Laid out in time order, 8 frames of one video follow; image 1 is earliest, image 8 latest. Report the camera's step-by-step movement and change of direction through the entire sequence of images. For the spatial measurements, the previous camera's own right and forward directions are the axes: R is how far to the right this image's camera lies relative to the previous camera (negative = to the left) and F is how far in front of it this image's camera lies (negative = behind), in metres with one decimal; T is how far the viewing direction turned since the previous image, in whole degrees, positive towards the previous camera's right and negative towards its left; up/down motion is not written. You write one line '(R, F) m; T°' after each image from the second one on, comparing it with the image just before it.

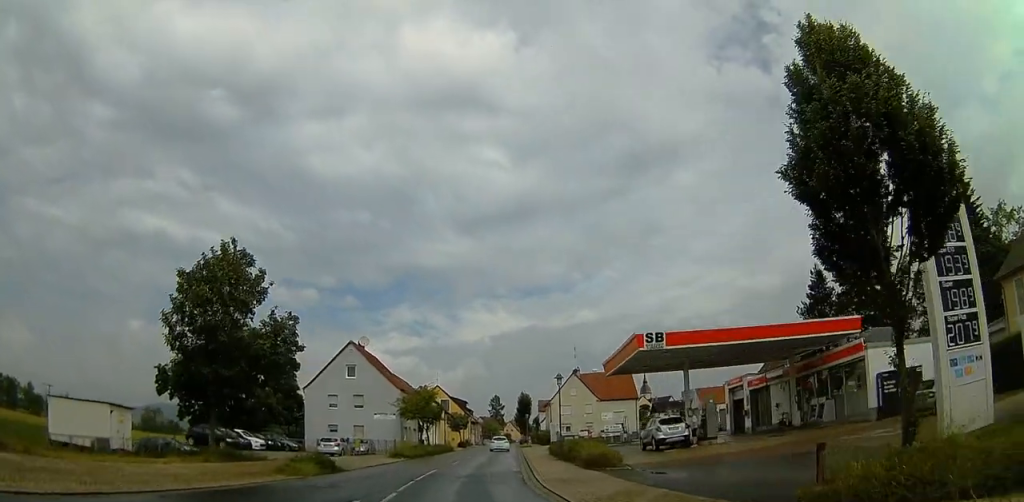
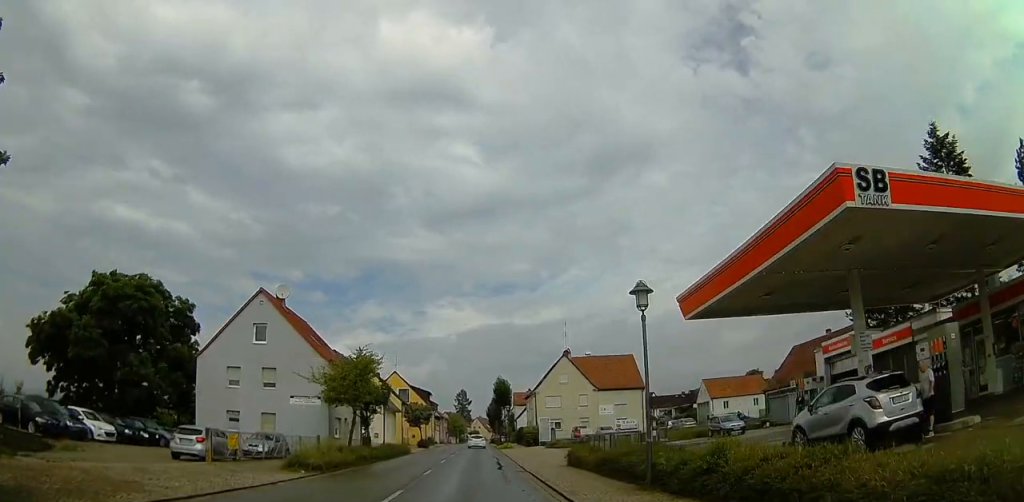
(-0.4, +17.1) m; -1°
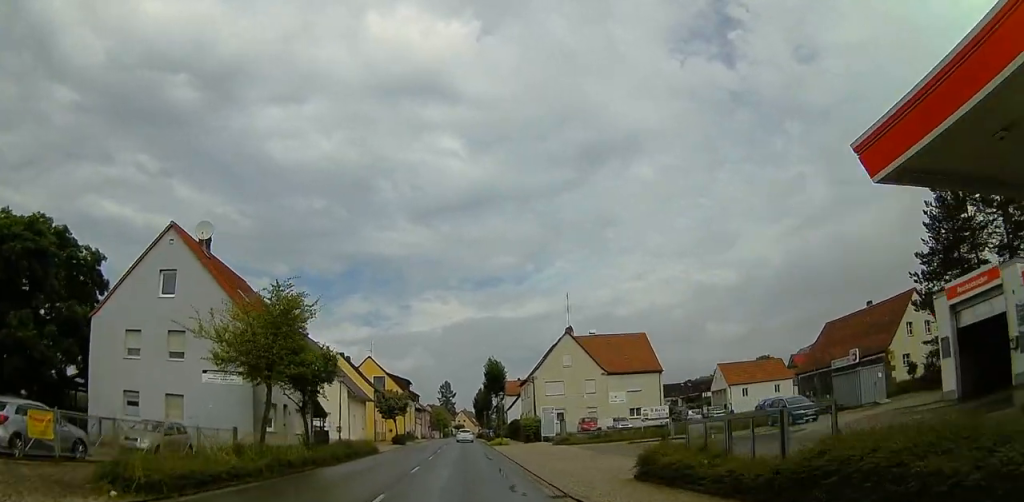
(0.0, +10.5) m; +1°
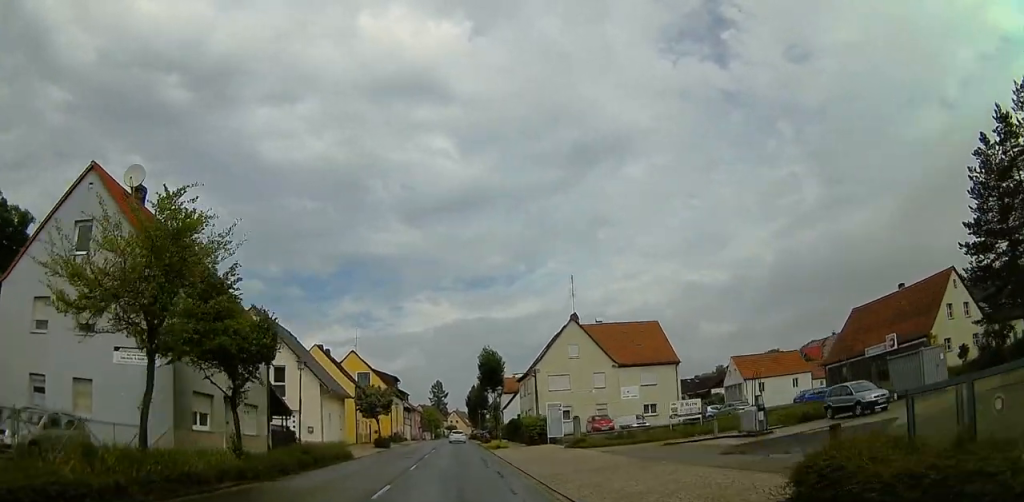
(0.0, +6.5) m; +2°
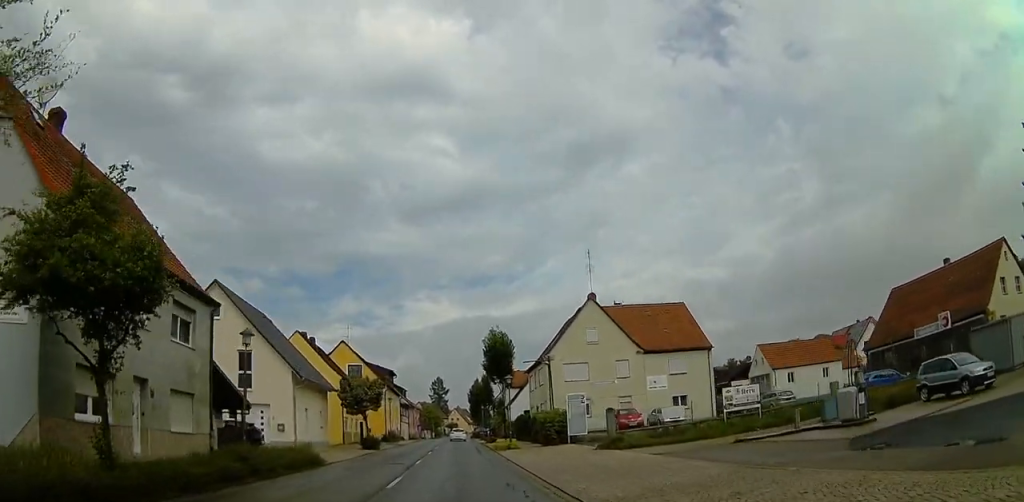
(+0.2, +6.6) m; +2°
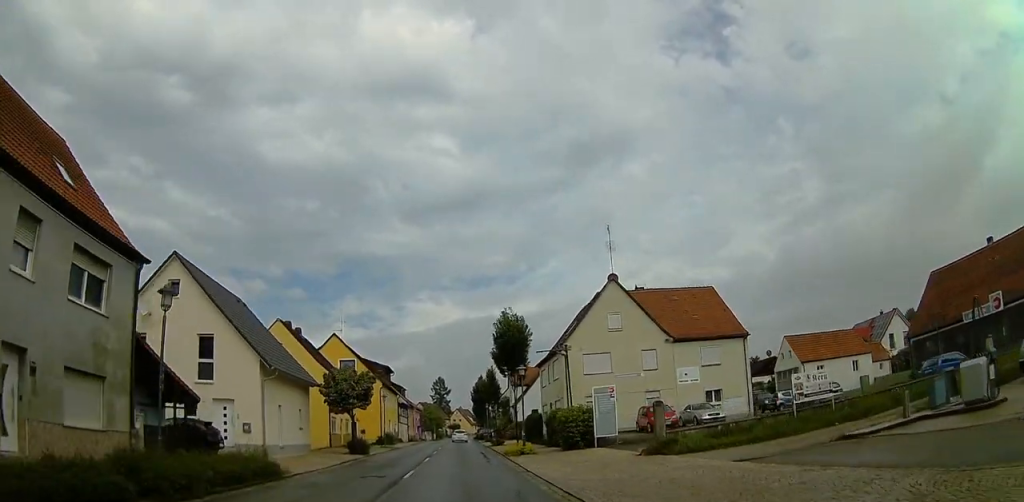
(+0.1, +5.7) m; +1°
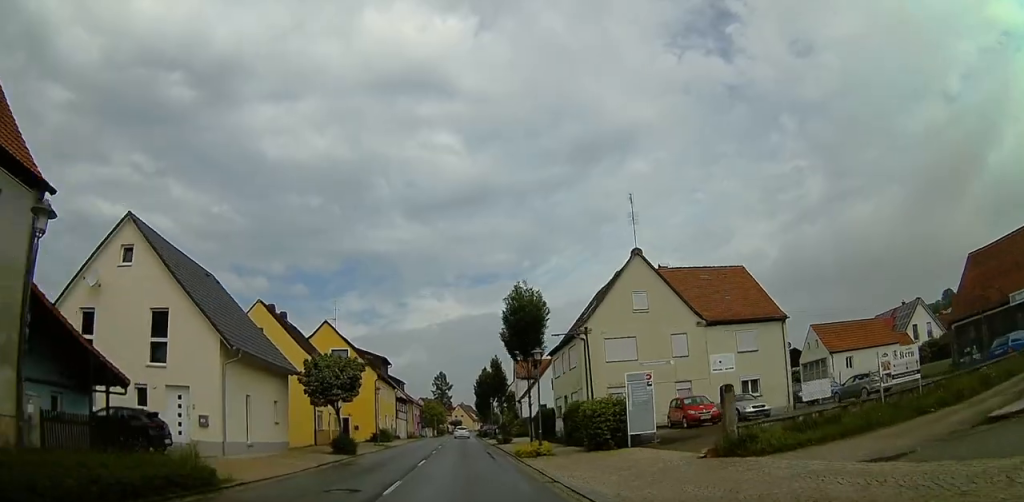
(0.0, +5.1) m; 0°
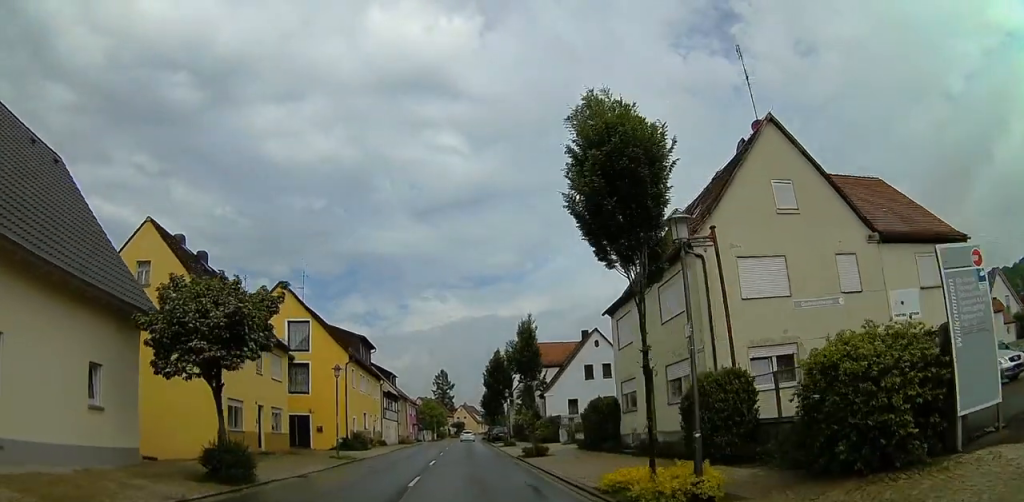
(0.0, +16.2) m; 0°
